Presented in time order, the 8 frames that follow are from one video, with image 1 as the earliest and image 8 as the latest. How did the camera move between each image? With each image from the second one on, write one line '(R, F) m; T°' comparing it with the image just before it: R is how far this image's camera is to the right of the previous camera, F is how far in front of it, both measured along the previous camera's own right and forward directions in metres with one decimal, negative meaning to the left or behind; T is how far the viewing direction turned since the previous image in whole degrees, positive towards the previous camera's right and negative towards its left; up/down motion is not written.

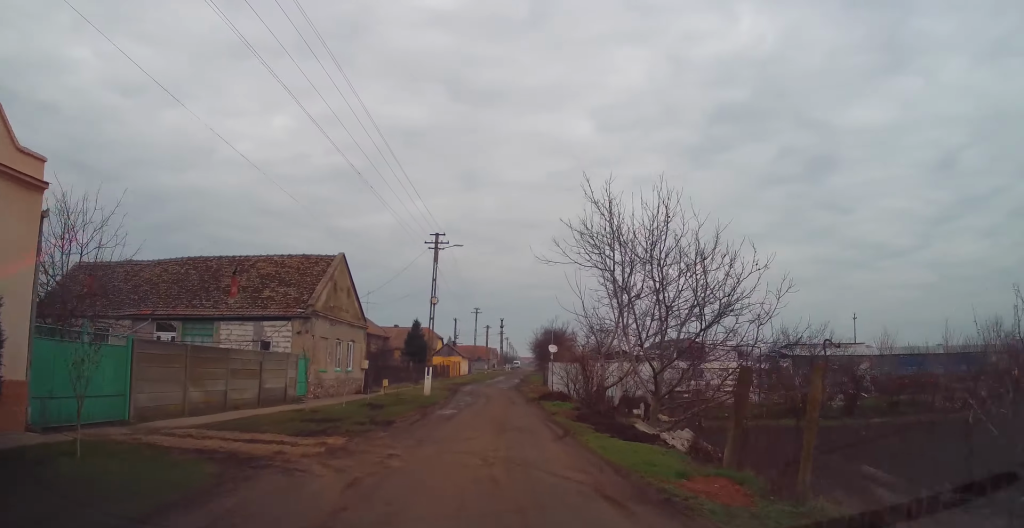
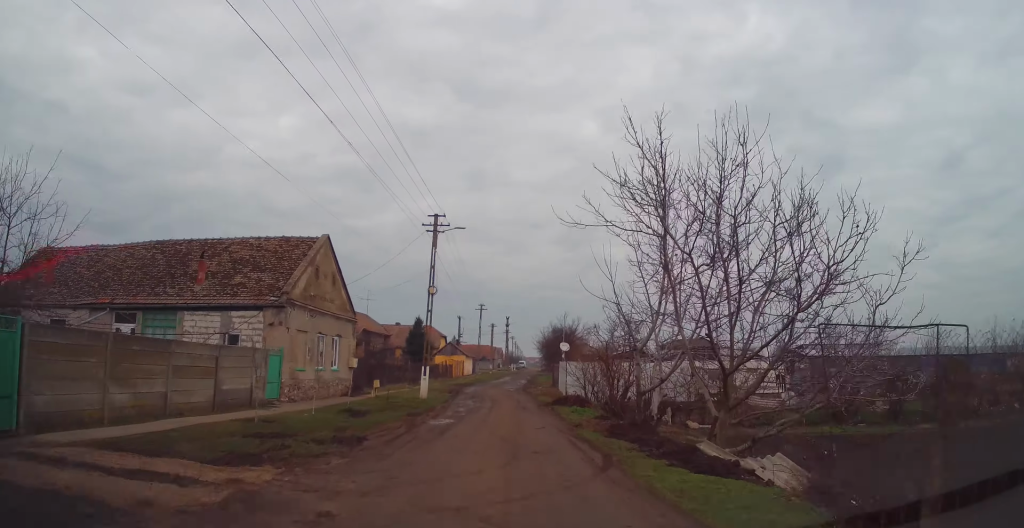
(0.0, +4.1) m; -1°
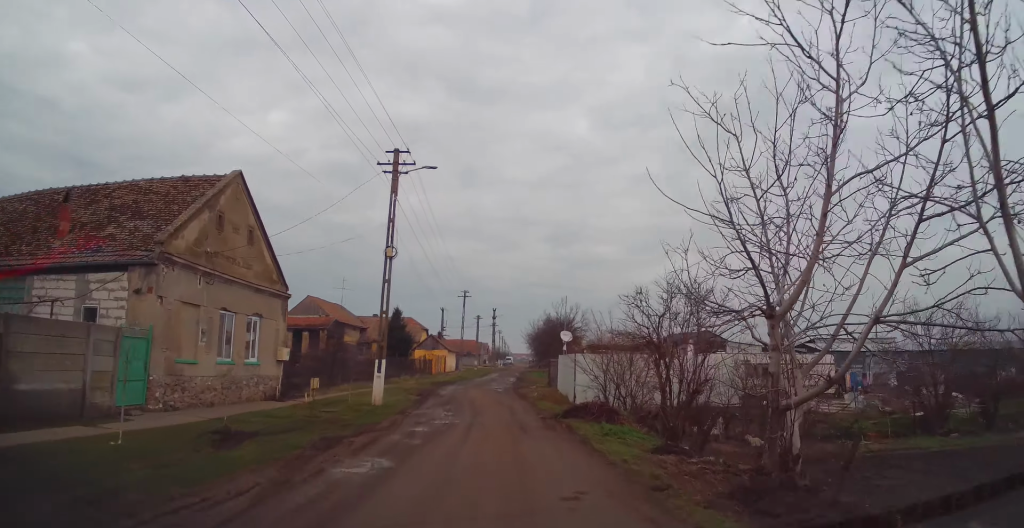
(-0.3, +8.2) m; -1°
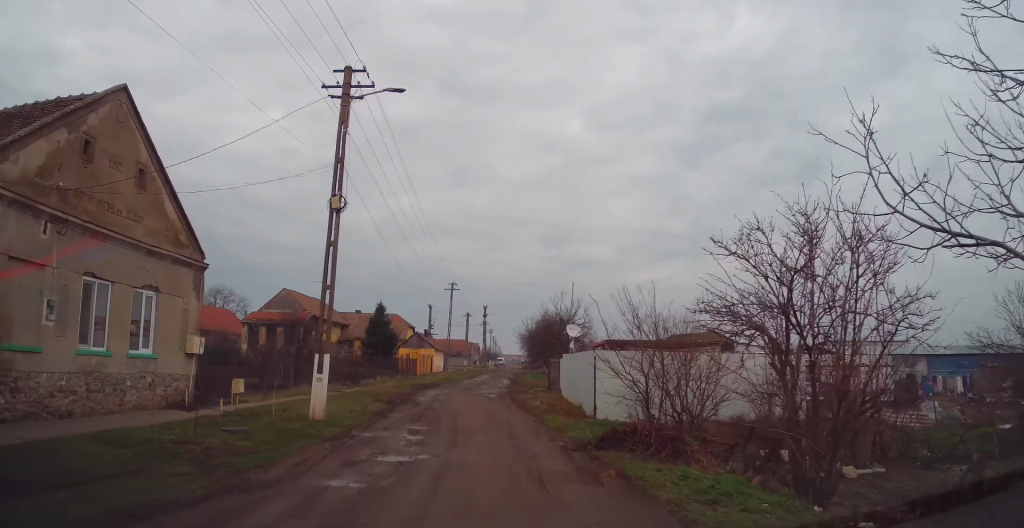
(+0.1, +6.0) m; +1°
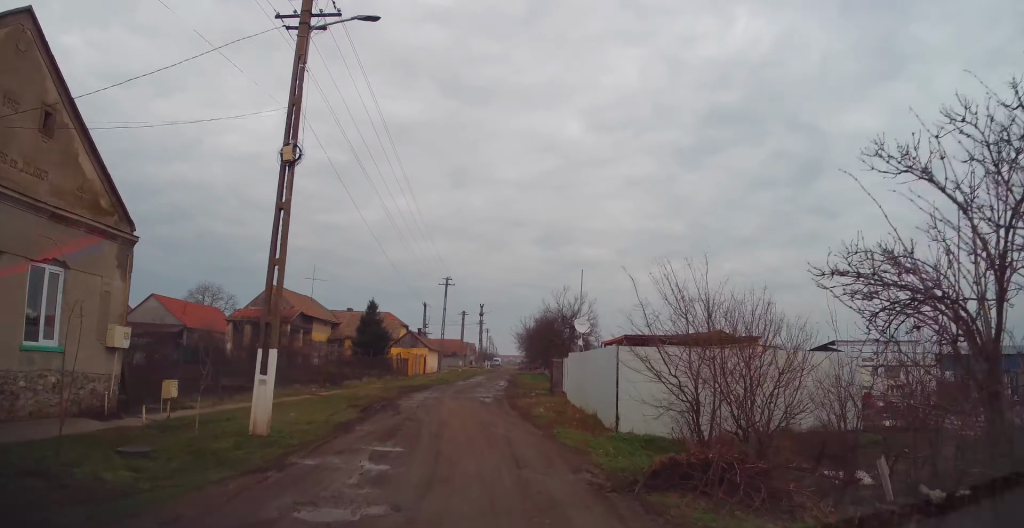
(+0.2, +3.4) m; 0°
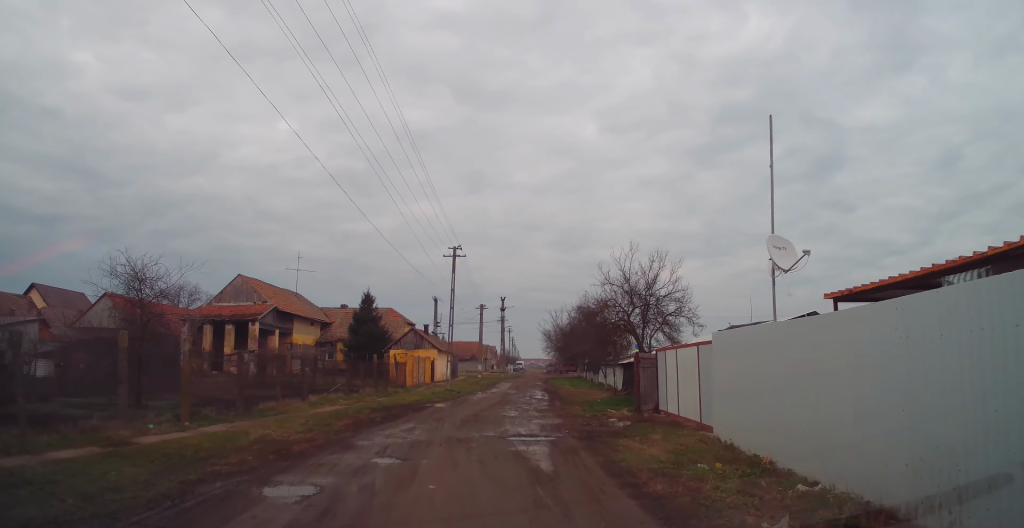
(-0.5, +14.5) m; -3°
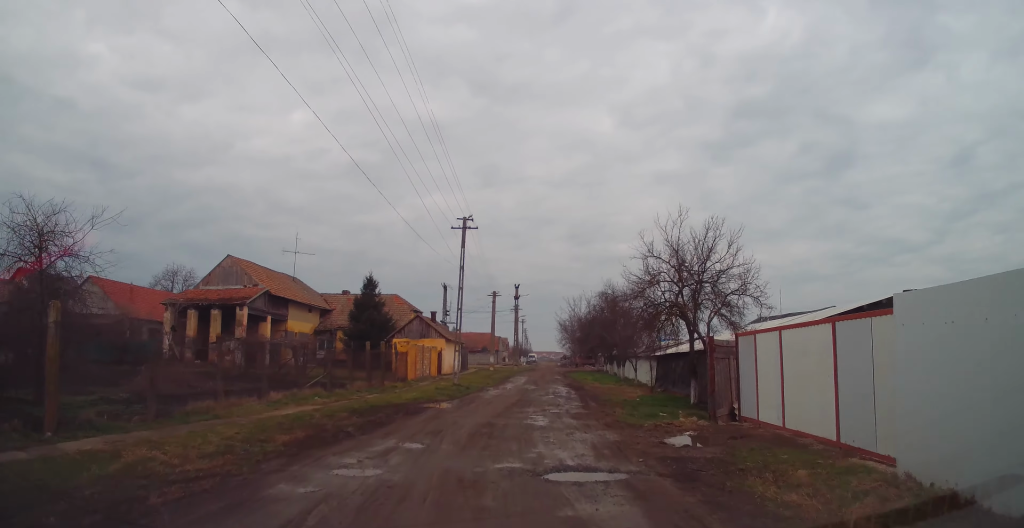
(0.0, +5.3) m; 0°
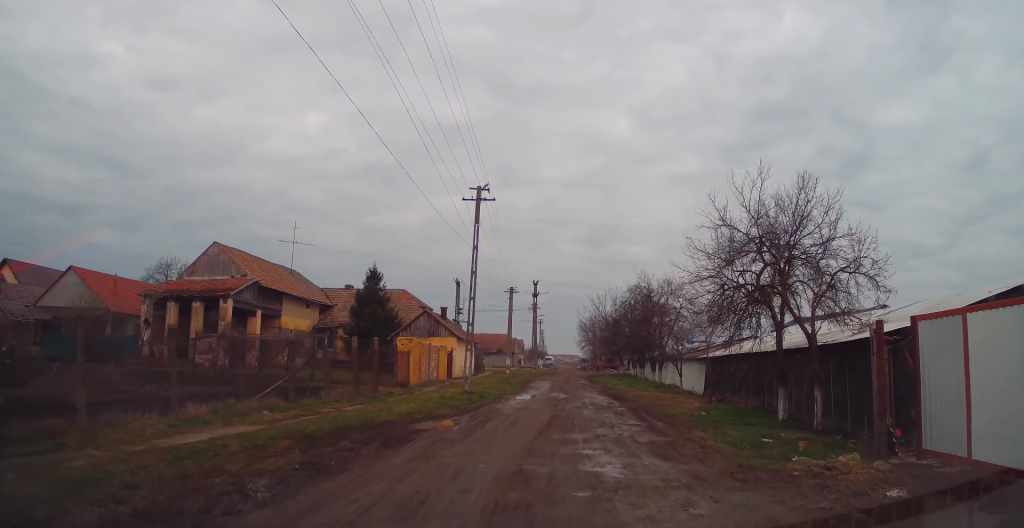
(0.0, +6.9) m; 0°
